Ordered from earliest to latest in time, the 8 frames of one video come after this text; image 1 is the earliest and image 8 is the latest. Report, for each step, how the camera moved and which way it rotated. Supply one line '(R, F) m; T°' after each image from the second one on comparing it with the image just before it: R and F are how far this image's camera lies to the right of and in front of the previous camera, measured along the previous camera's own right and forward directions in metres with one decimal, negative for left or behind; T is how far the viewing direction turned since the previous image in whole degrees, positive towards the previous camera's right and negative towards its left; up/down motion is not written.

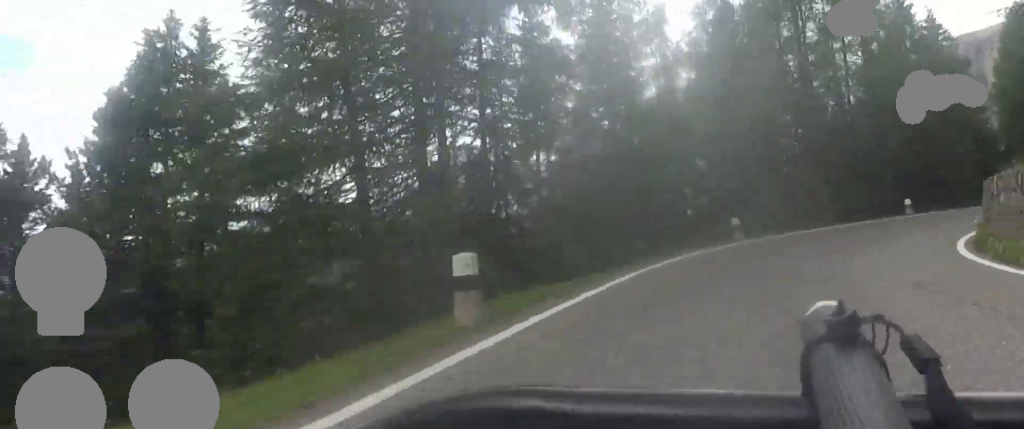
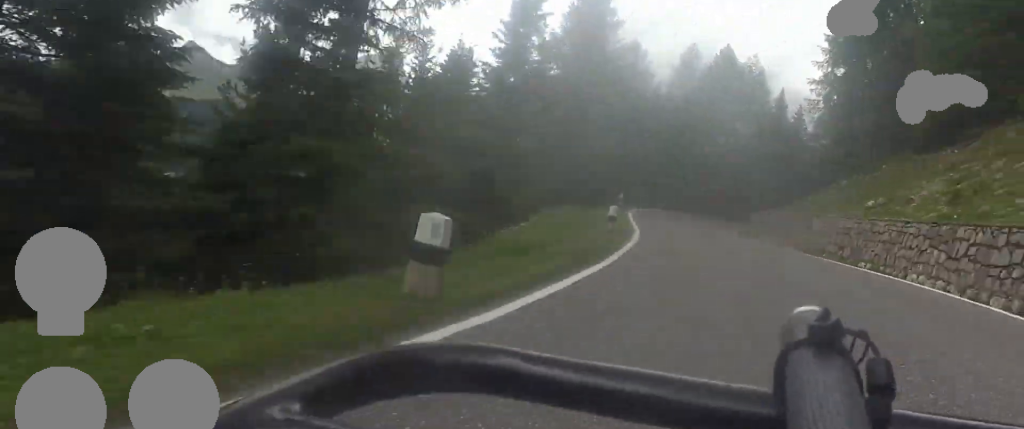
(-1.6, +26.7) m; +1°
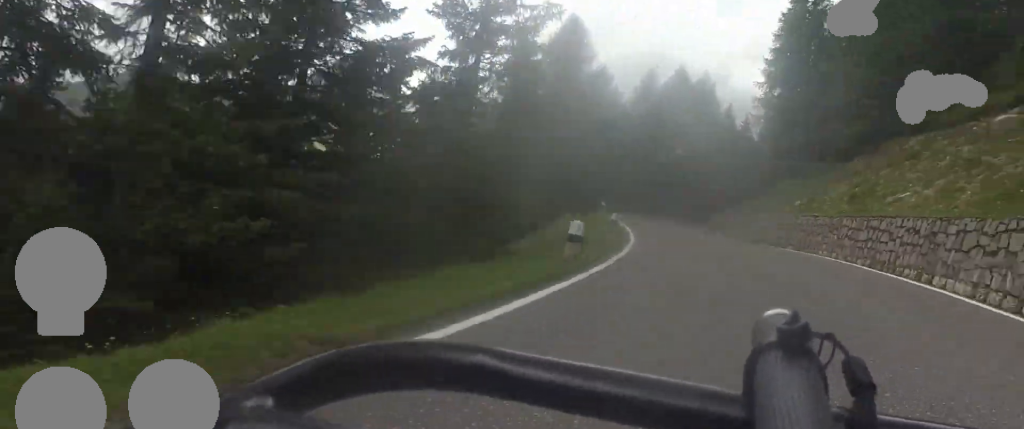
(+0.1, +7.1) m; +3°
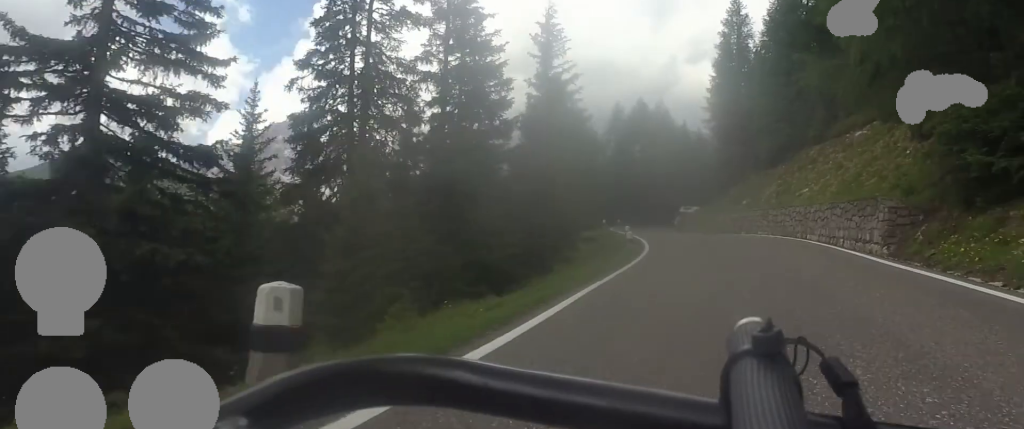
(+0.4, +13.2) m; +6°
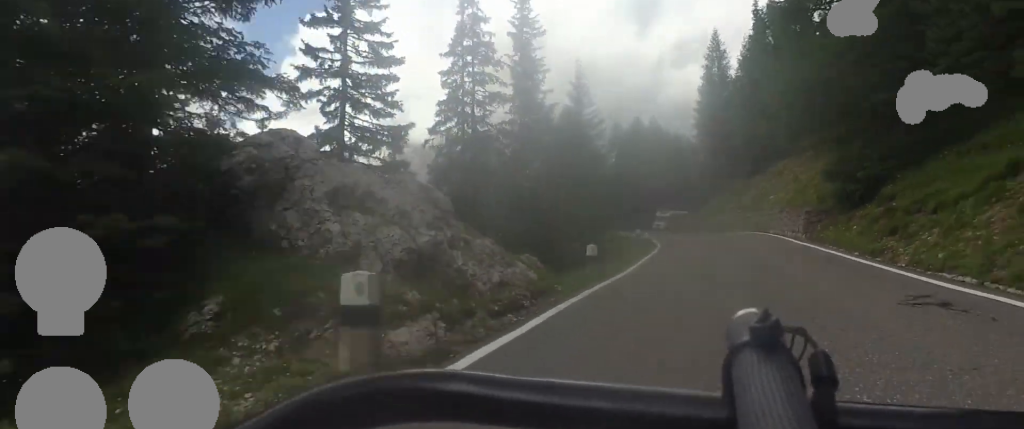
(+0.9, +12.1) m; +1°
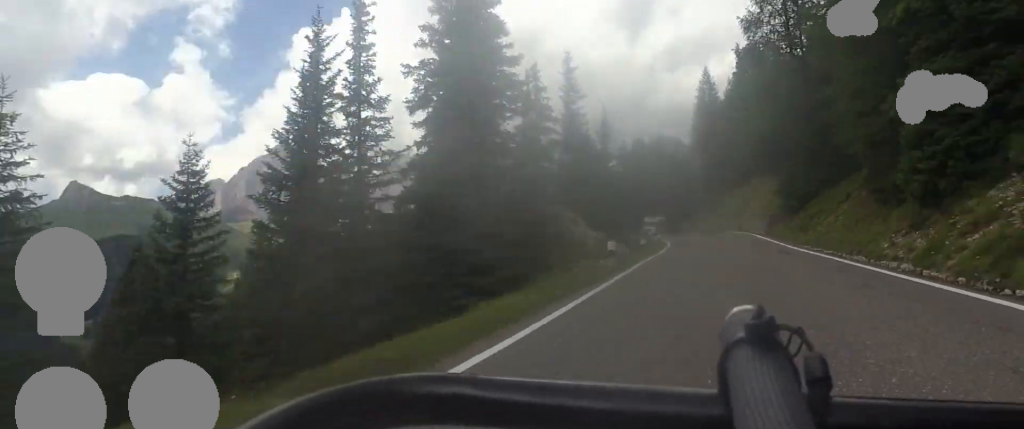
(0.0, +15.3) m; 0°
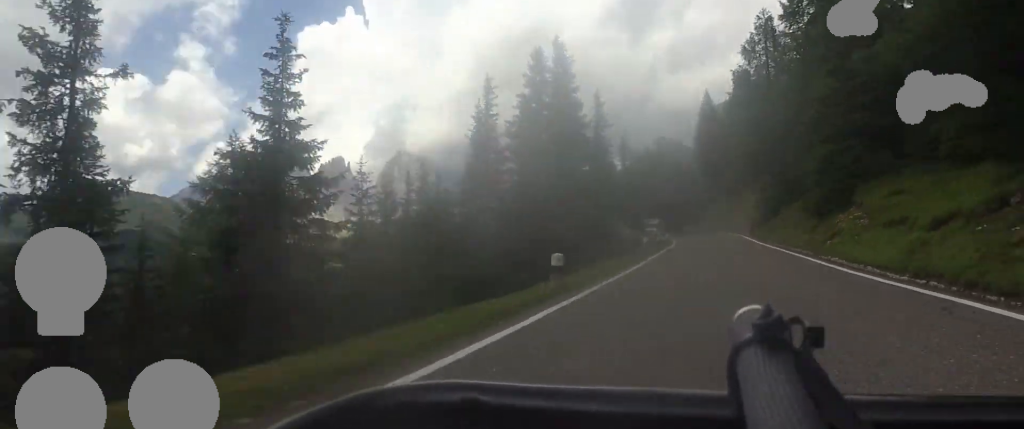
(-0.6, +14.1) m; +1°
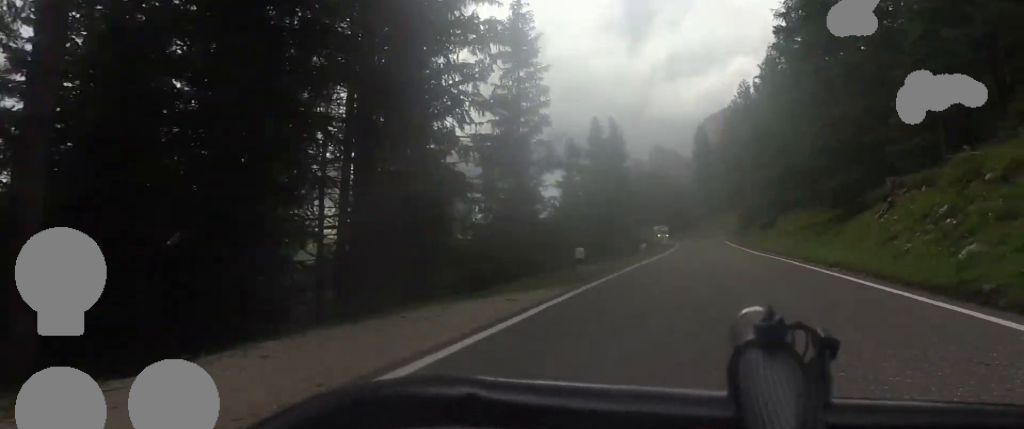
(+1.2, +24.3) m; +2°
